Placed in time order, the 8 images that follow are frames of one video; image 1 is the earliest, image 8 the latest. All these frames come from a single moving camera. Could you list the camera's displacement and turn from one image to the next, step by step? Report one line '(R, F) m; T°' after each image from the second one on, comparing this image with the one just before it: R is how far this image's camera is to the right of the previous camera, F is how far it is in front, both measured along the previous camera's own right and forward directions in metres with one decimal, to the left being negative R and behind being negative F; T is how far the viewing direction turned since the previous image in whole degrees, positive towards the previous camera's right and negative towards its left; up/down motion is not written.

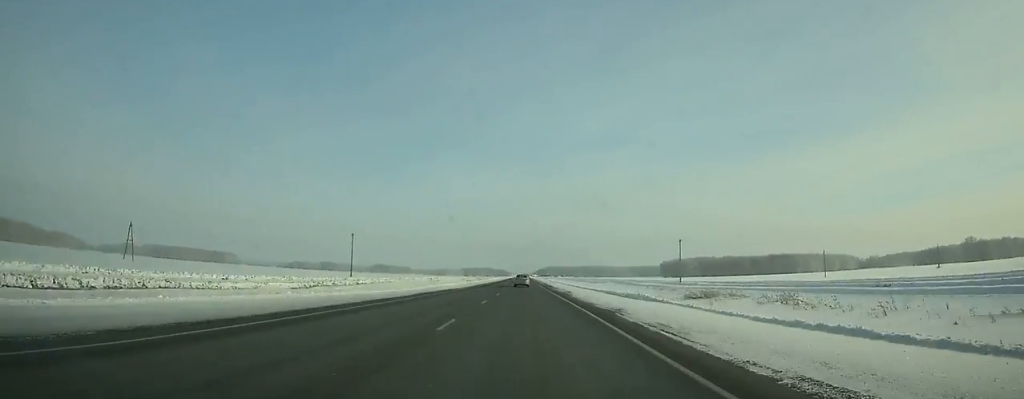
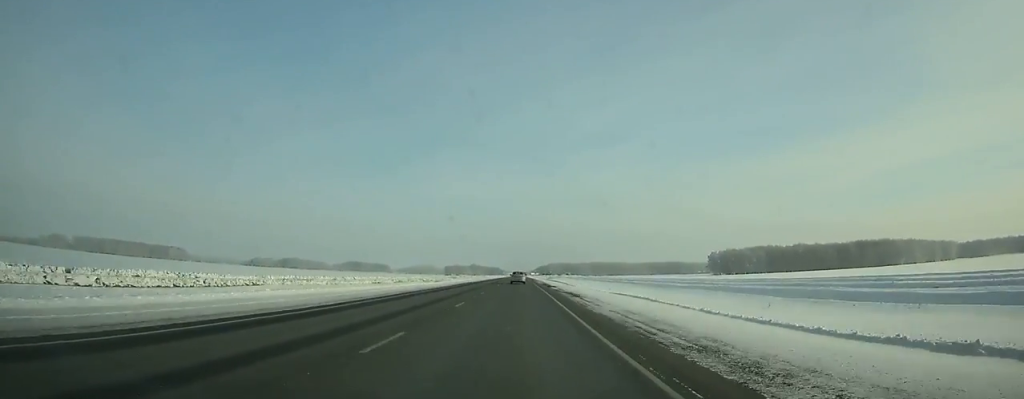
(0.0, +184.1) m; 0°
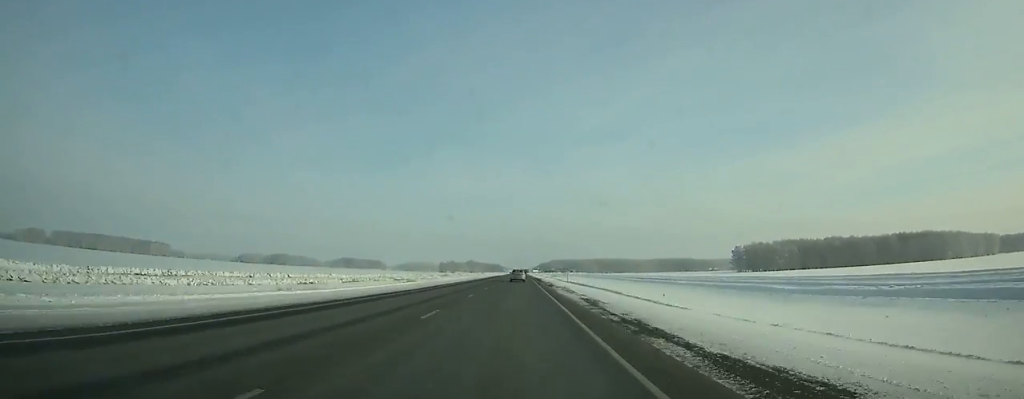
(-0.1, +53.7) m; 0°
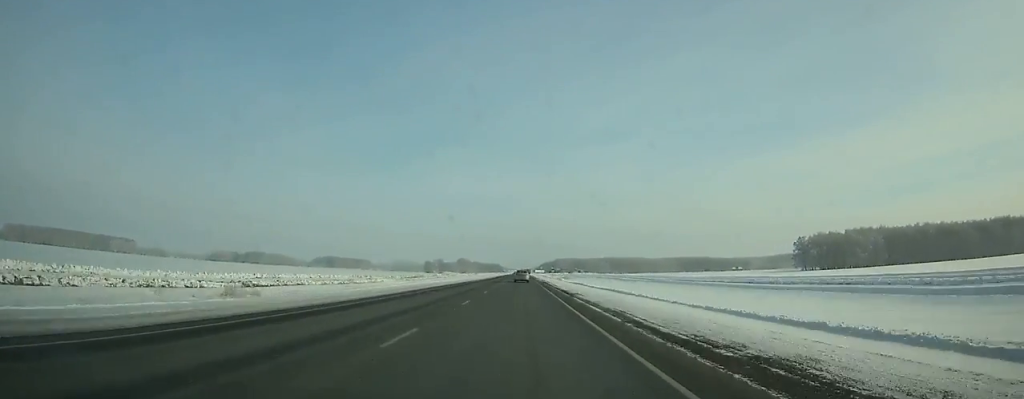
(-0.1, +101.0) m; 0°
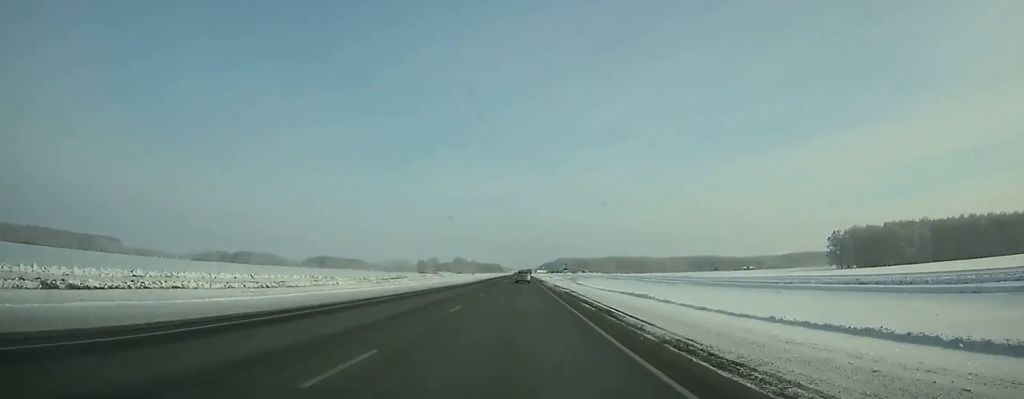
(0.0, +39.0) m; 0°
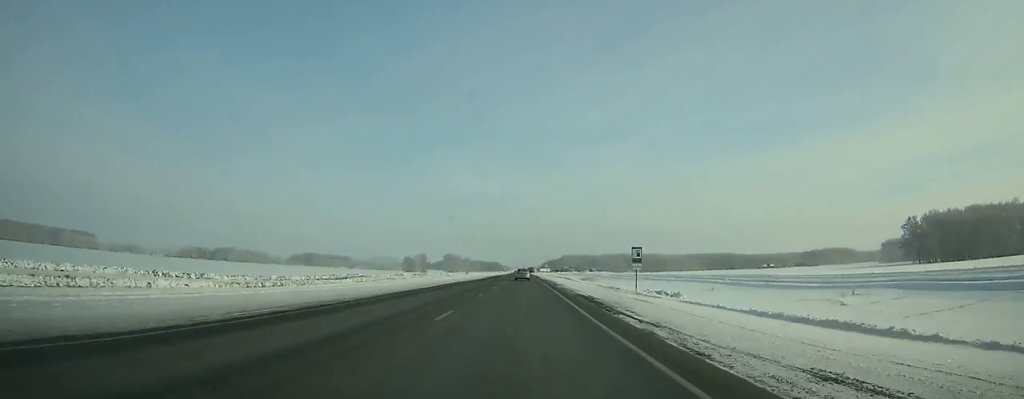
(-0.2, +63.3) m; 0°
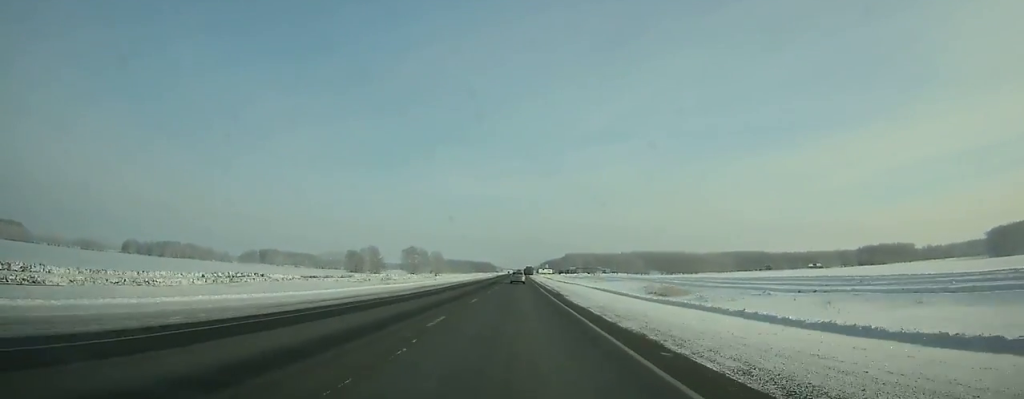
(+0.2, +131.7) m; 0°
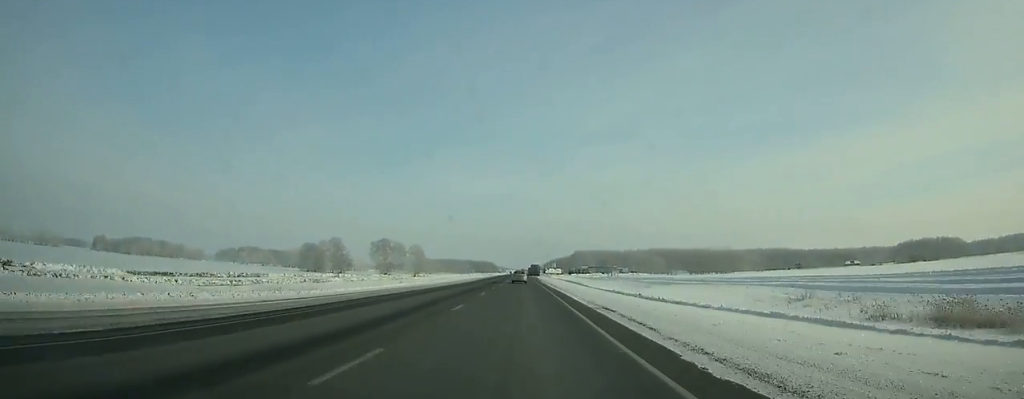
(0.0, +64.8) m; 0°
